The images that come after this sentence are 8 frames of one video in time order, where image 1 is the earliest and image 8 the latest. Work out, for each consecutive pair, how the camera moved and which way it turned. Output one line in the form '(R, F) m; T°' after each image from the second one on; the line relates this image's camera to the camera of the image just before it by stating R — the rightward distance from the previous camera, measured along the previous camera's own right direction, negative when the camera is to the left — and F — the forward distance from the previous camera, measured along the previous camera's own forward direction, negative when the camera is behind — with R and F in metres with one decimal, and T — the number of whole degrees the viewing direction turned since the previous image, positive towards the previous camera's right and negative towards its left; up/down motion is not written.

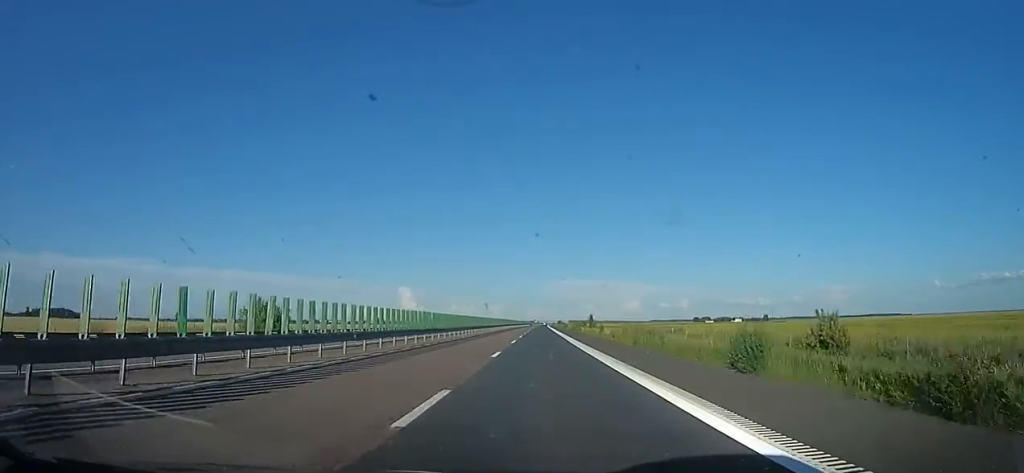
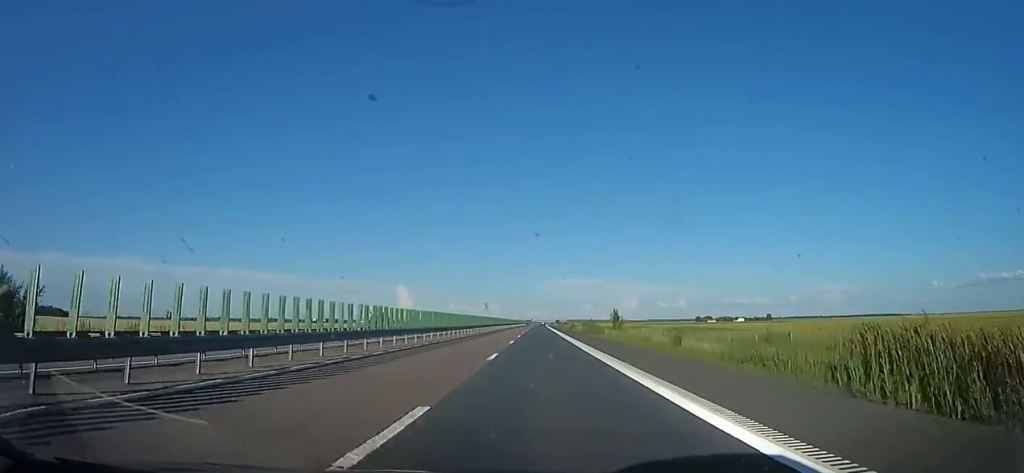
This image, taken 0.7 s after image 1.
(0.0, +26.0) m; +1°
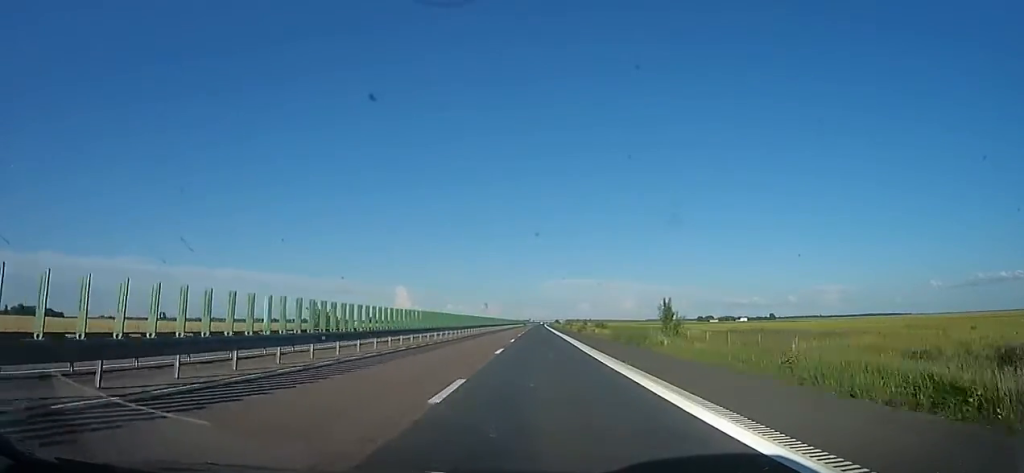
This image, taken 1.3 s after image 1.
(0.0, +20.6) m; +1°
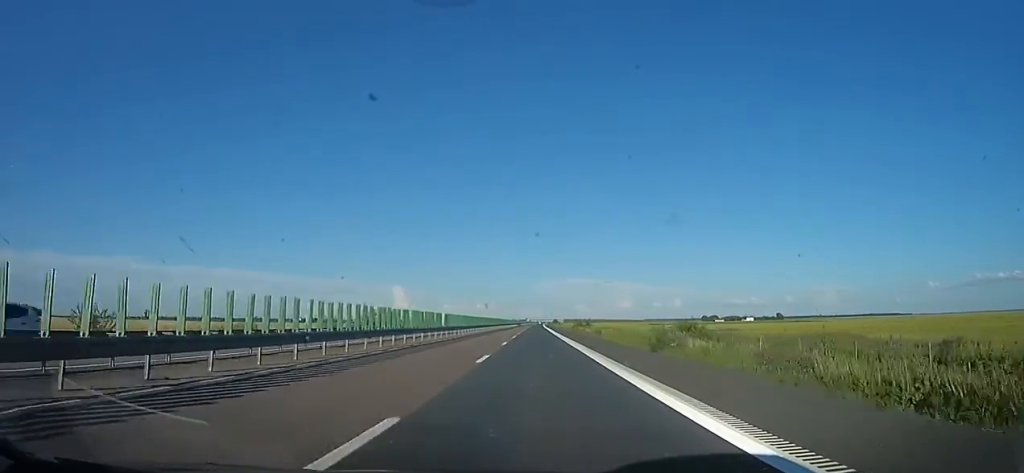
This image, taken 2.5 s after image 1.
(+0.8, +40.3) m; 0°
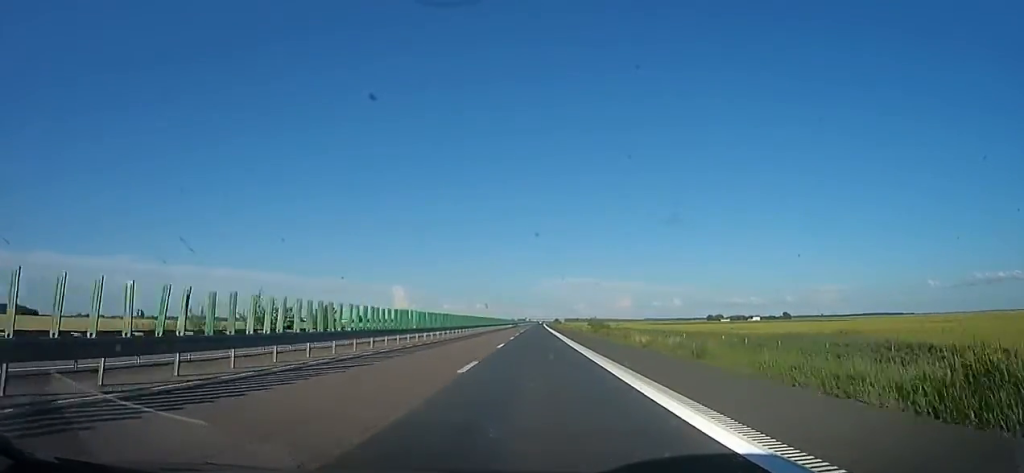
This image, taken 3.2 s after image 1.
(-0.9, +26.7) m; 0°
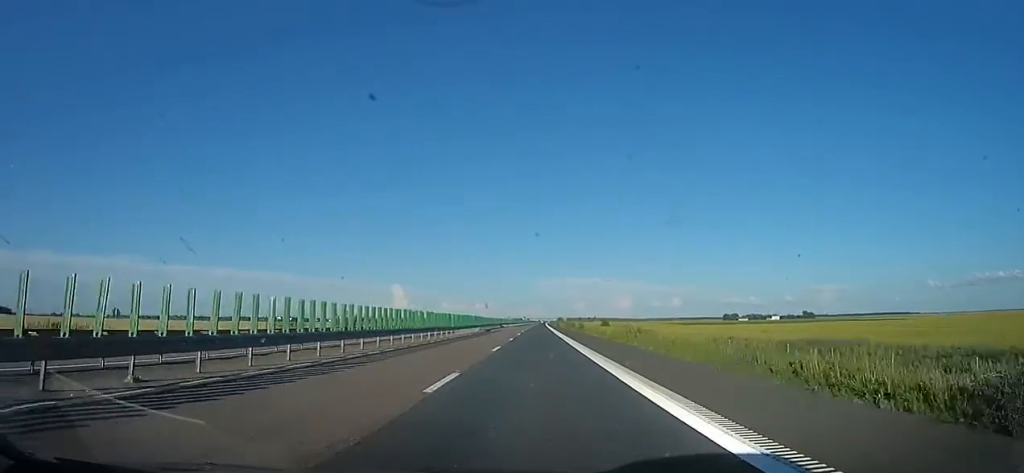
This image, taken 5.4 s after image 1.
(+0.2, +74.2) m; 0°
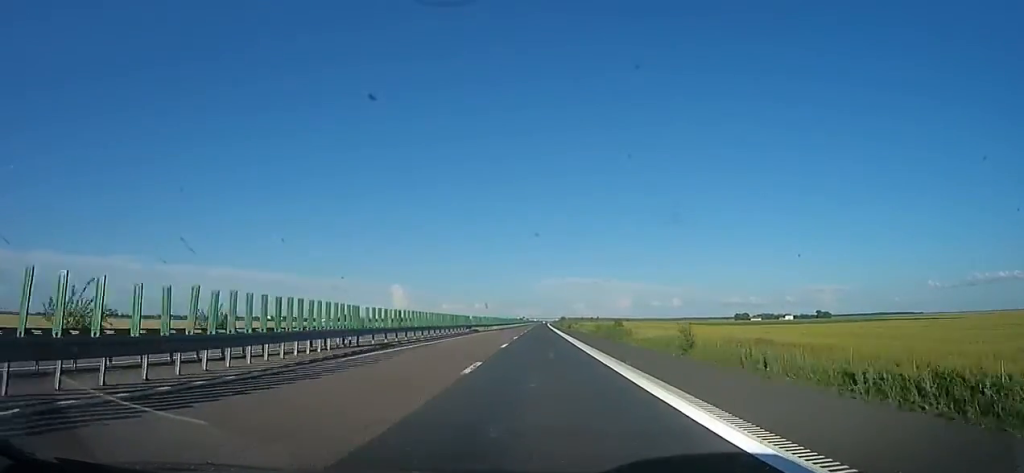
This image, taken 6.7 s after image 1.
(+0.4, +45.7) m; 0°
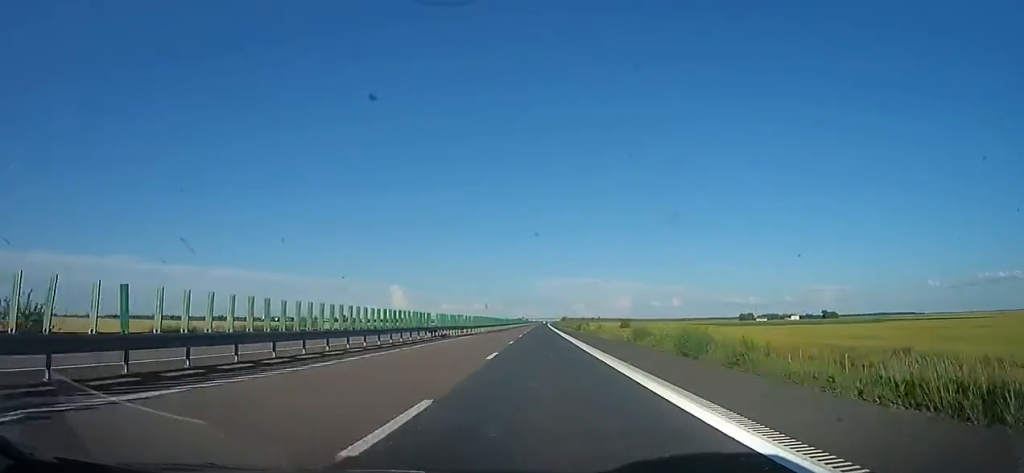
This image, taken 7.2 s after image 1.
(-0.7, +19.4) m; 0°
